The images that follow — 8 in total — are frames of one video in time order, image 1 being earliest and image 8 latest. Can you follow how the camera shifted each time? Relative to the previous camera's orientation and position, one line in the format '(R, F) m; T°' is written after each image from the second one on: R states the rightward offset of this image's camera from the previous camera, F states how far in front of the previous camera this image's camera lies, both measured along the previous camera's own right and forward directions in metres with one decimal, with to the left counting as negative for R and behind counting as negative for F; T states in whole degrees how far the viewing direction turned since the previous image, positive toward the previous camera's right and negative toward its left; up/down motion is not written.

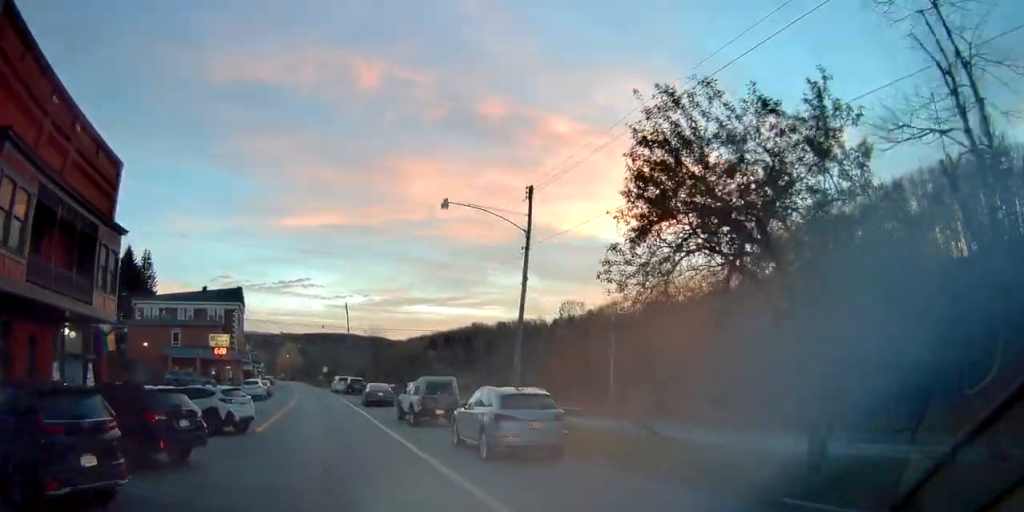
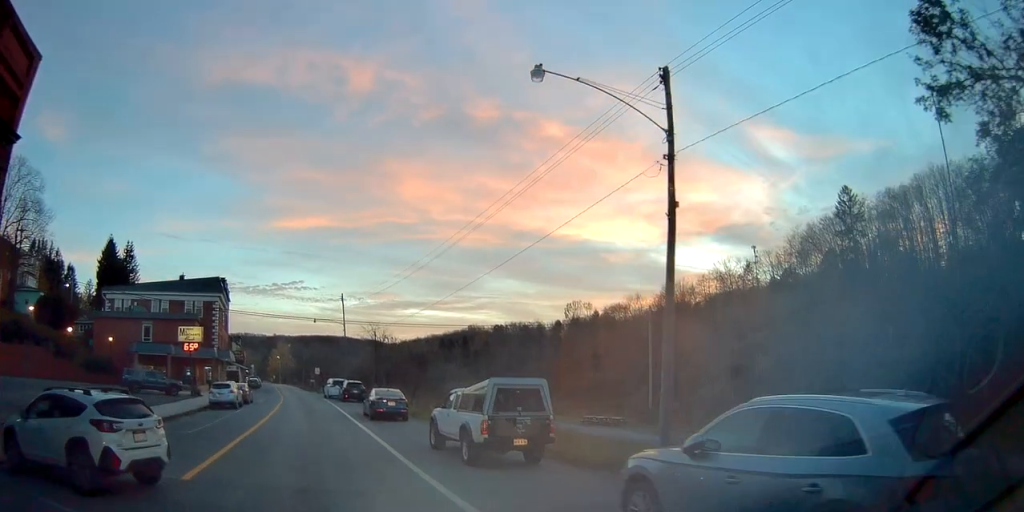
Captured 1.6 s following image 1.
(+0.6, +9.3) m; +3°
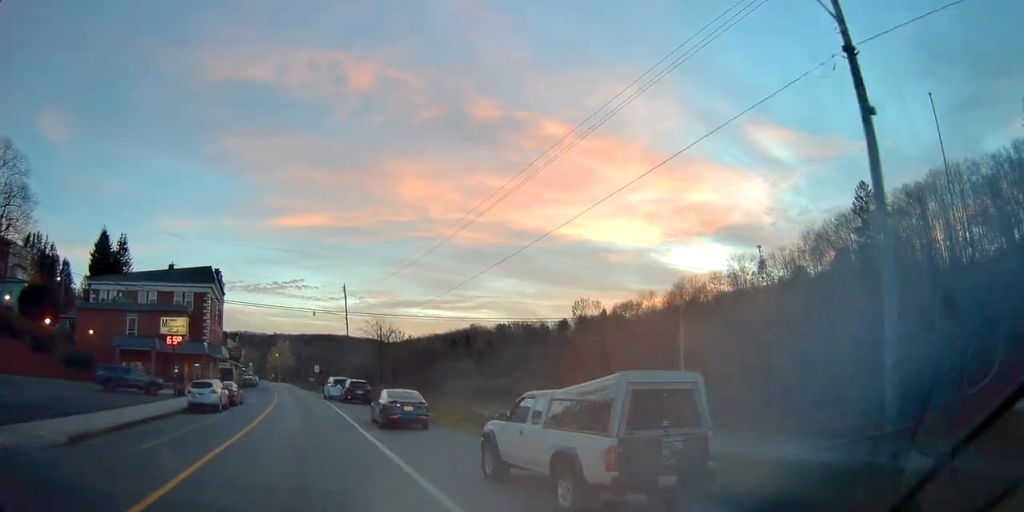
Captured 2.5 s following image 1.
(-0.2, +5.5) m; -3°
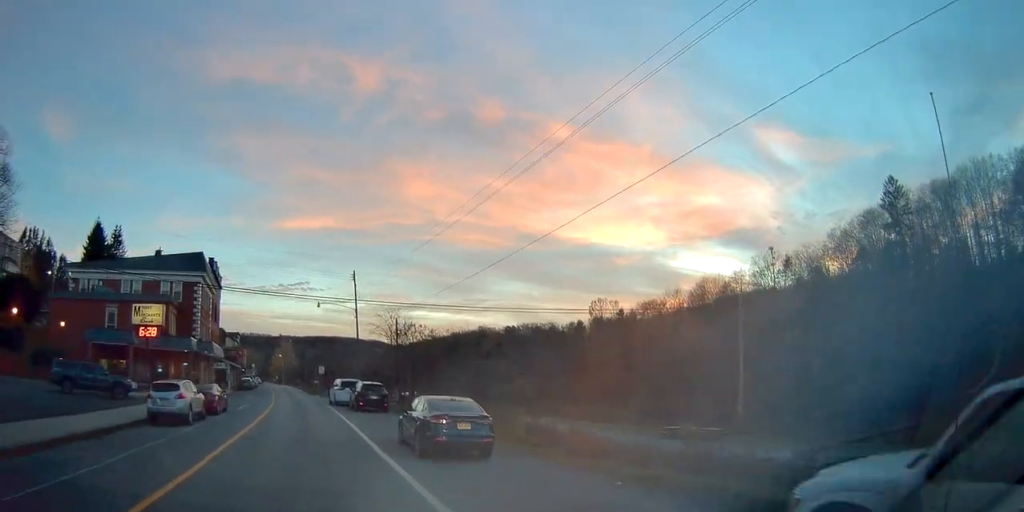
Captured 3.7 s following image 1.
(-0.1, +7.6) m; -1°
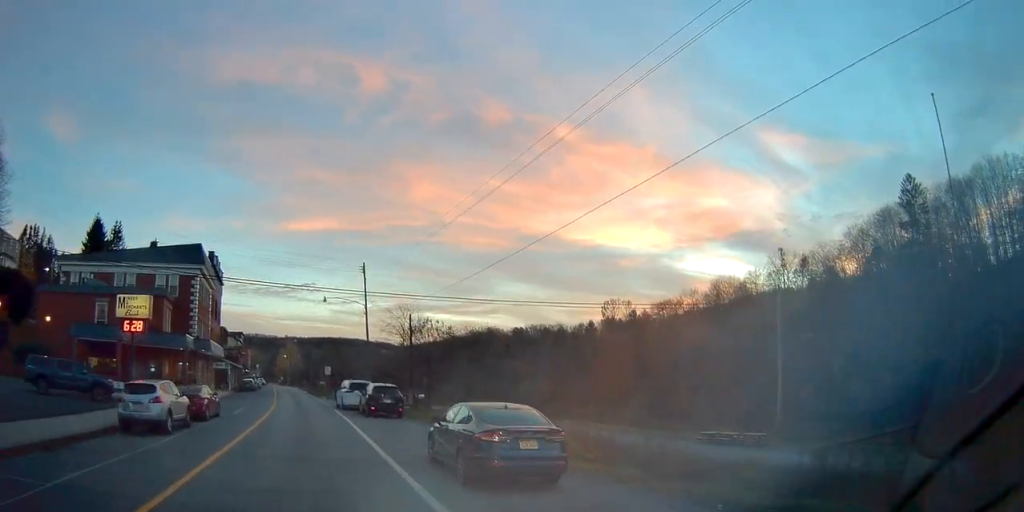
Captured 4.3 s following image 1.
(0.0, +3.7) m; 0°
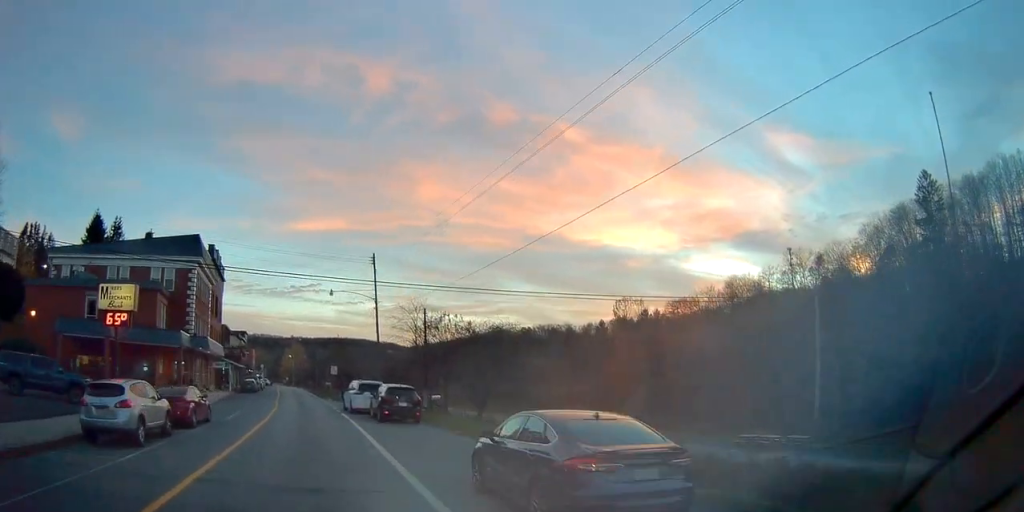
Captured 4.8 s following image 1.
(0.0, +3.5) m; 0°
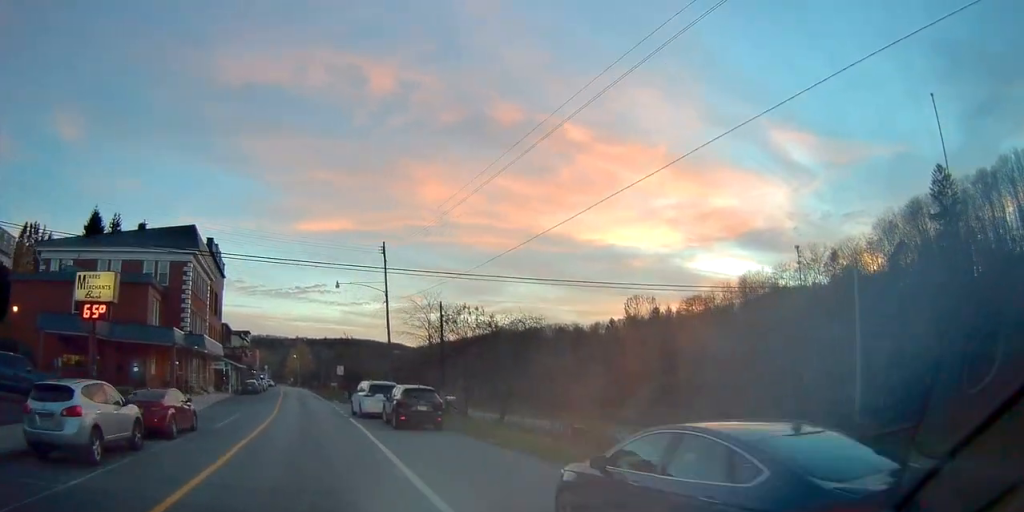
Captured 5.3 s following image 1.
(0.0, +3.5) m; 0°
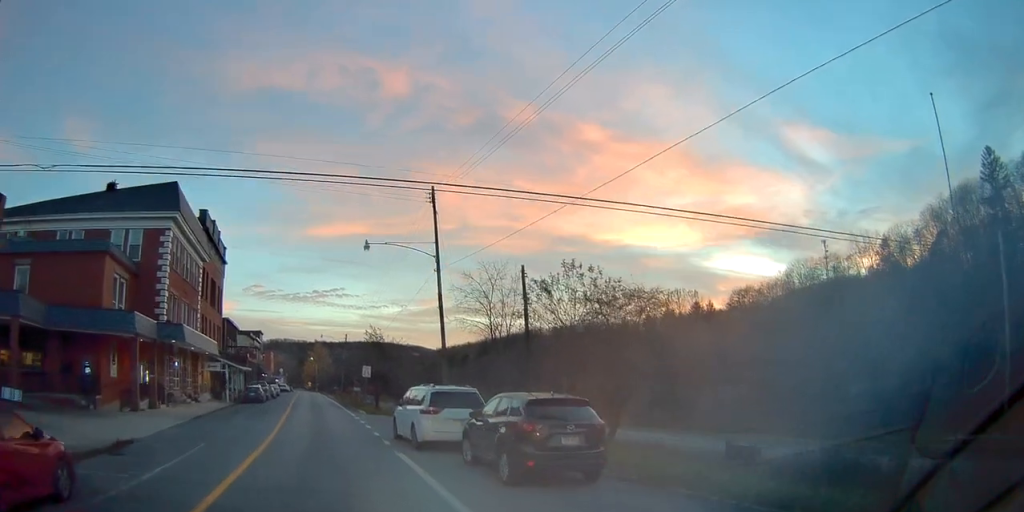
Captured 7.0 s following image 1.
(0.0, +12.2) m; 0°
